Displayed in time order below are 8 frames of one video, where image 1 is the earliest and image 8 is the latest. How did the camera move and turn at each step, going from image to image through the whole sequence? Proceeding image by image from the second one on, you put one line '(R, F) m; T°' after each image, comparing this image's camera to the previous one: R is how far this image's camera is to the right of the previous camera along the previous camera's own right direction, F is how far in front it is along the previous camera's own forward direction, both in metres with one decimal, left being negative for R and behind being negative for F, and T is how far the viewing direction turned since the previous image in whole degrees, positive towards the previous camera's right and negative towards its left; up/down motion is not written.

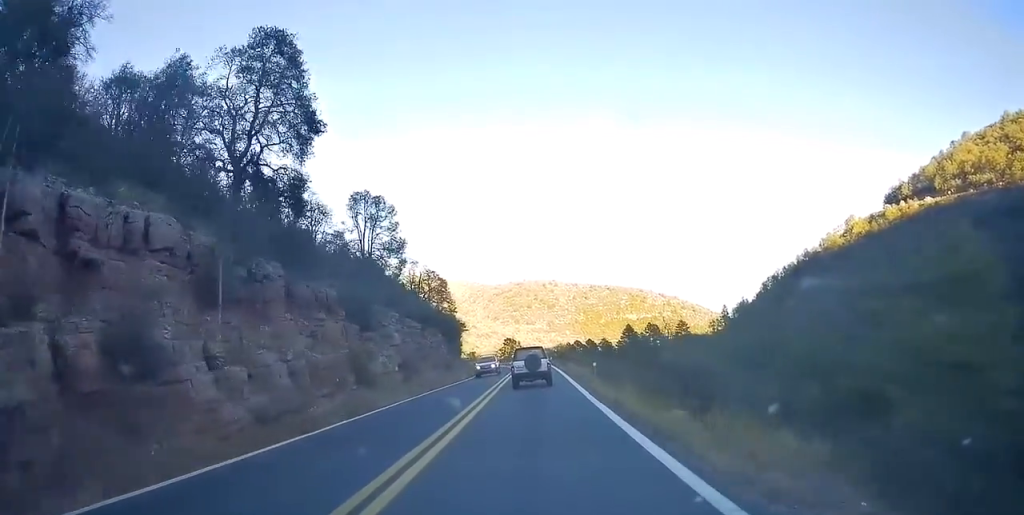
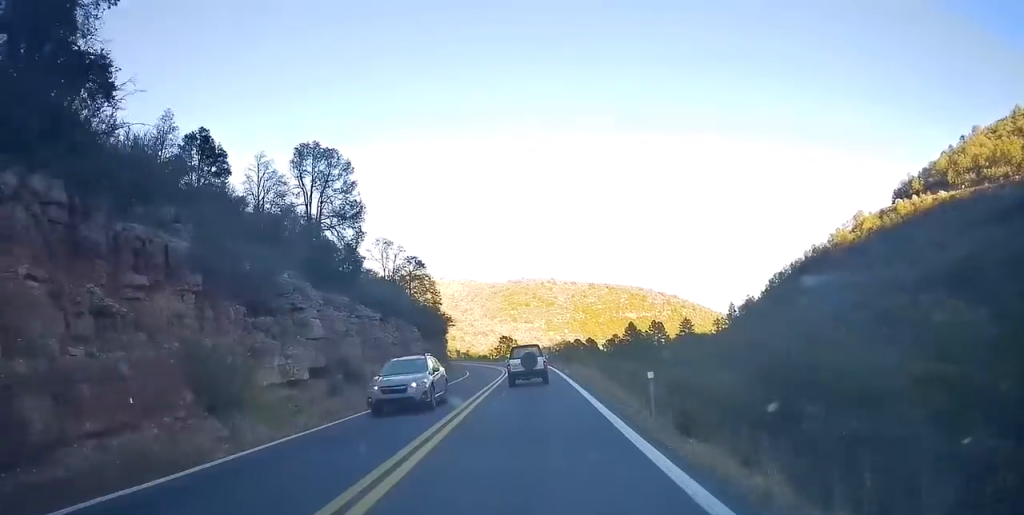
(+0.5, +11.9) m; 0°
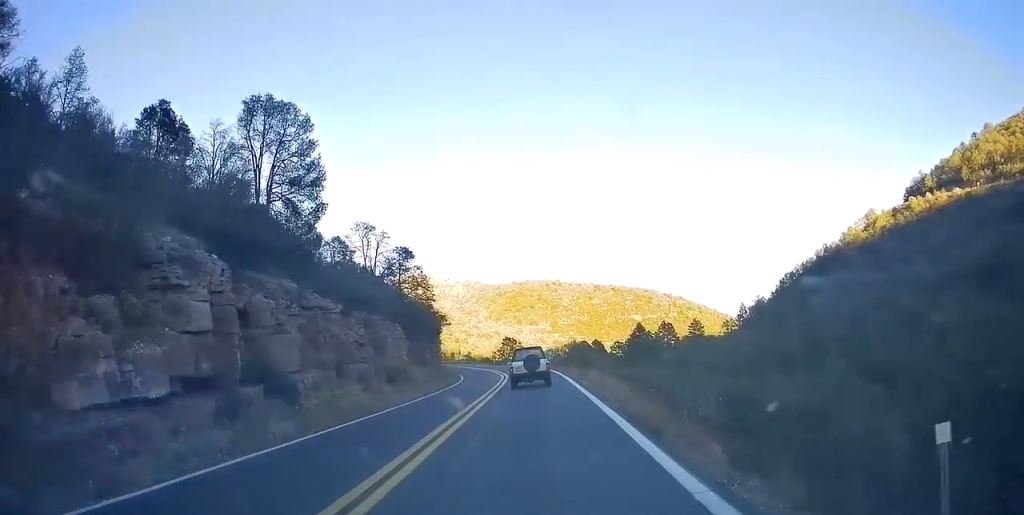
(-0.3, +8.3) m; -3°
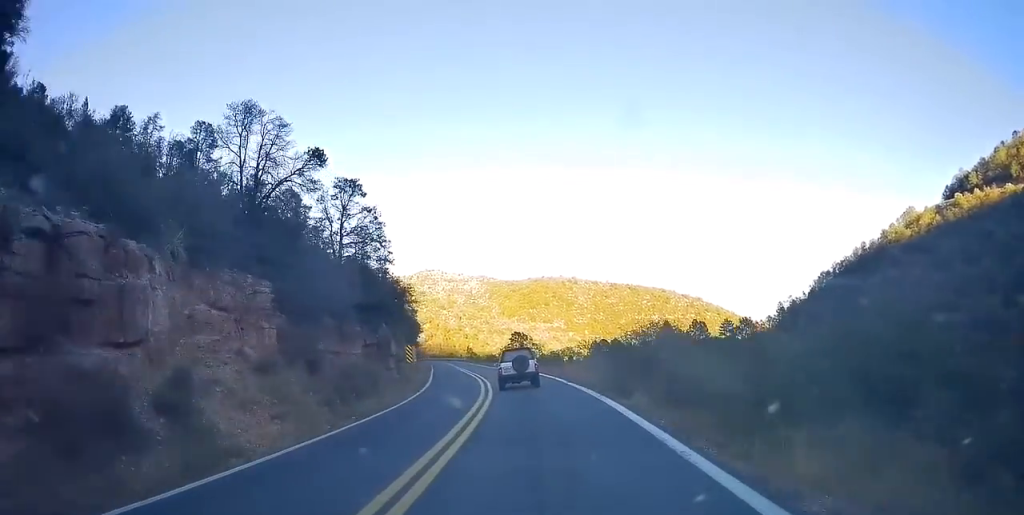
(-1.4, +24.6) m; -2°
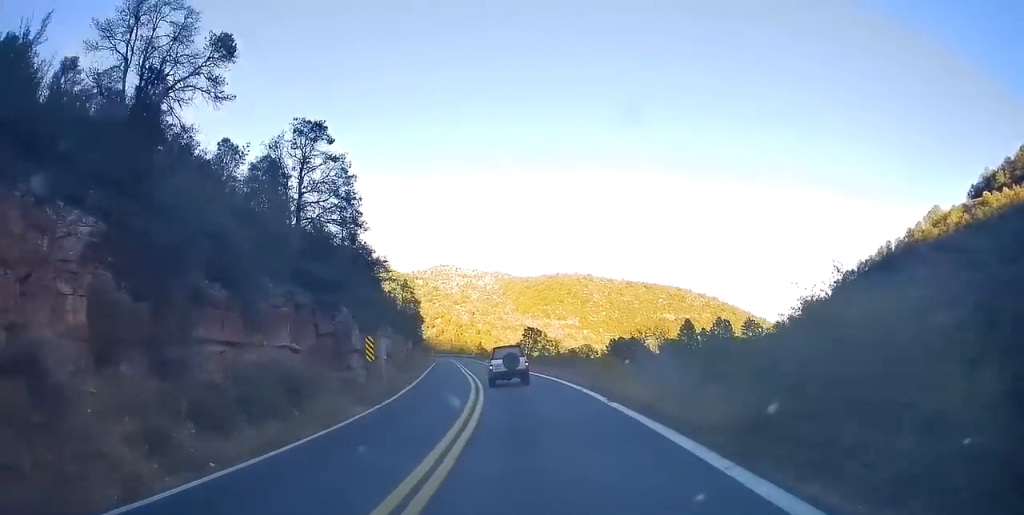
(+0.7, +10.7) m; 0°
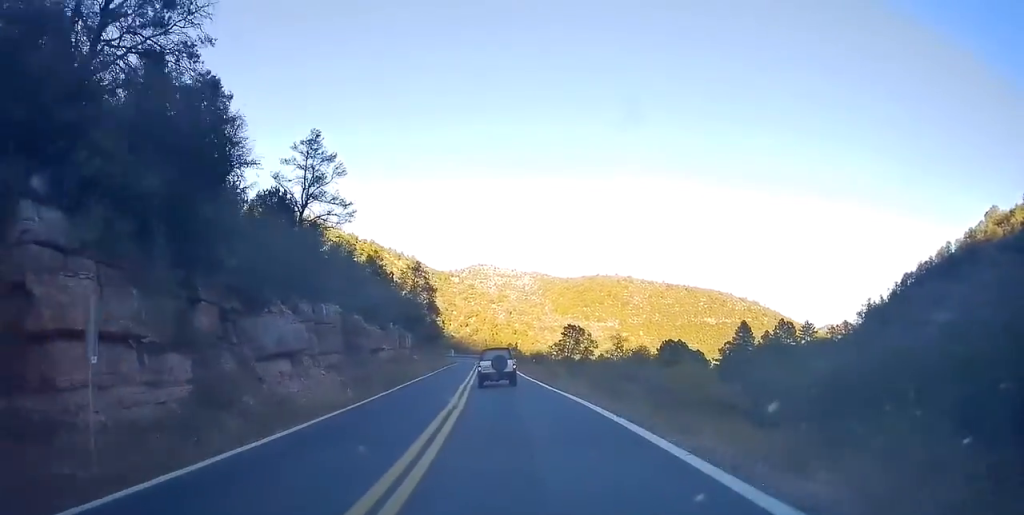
(-1.3, +20.2) m; -7°
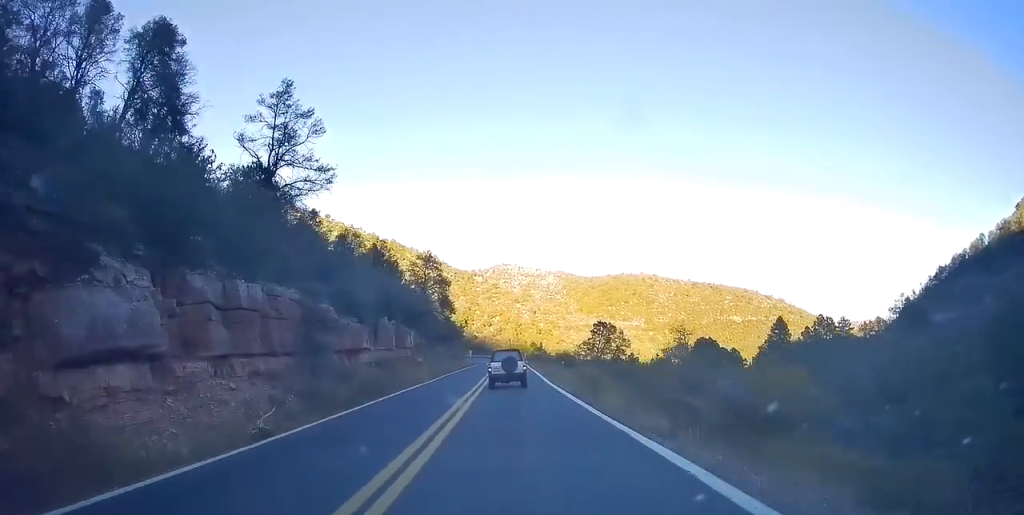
(-0.5, +9.3) m; 0°
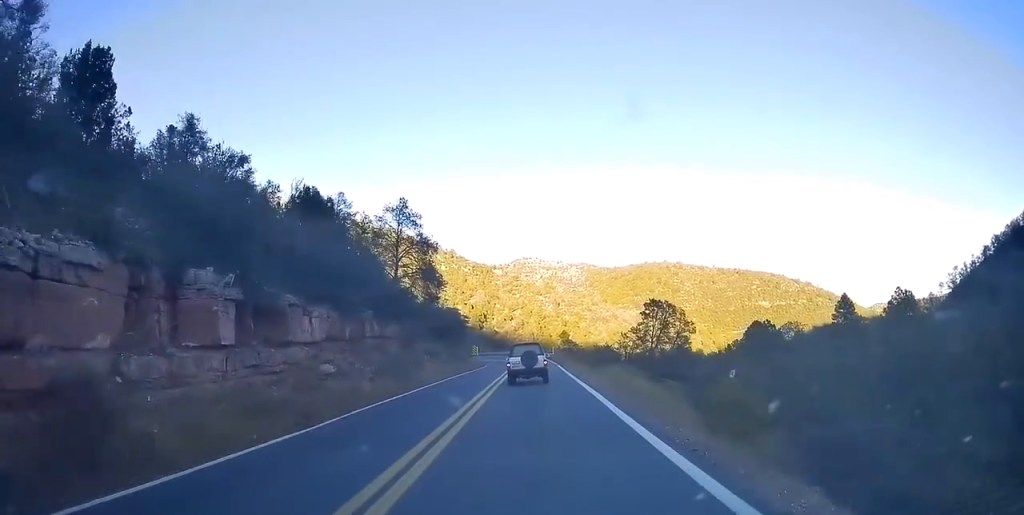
(+0.3, +25.1) m; -1°
